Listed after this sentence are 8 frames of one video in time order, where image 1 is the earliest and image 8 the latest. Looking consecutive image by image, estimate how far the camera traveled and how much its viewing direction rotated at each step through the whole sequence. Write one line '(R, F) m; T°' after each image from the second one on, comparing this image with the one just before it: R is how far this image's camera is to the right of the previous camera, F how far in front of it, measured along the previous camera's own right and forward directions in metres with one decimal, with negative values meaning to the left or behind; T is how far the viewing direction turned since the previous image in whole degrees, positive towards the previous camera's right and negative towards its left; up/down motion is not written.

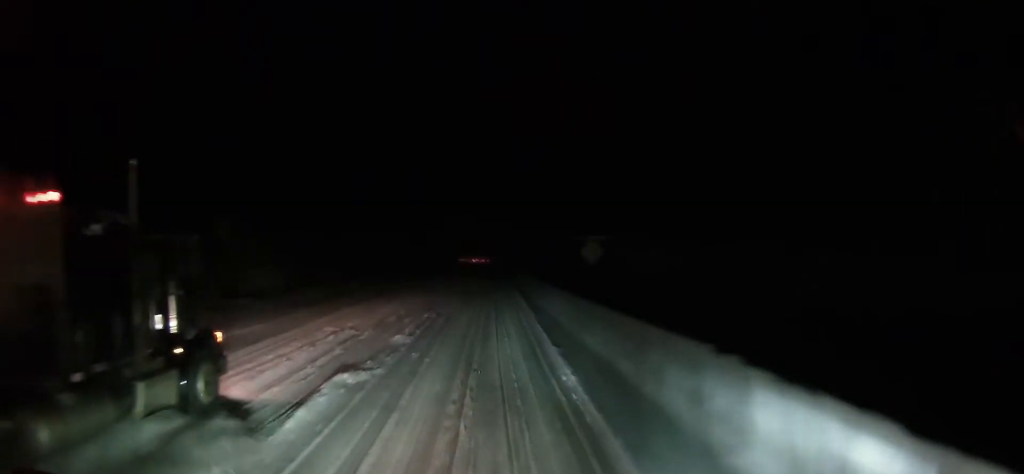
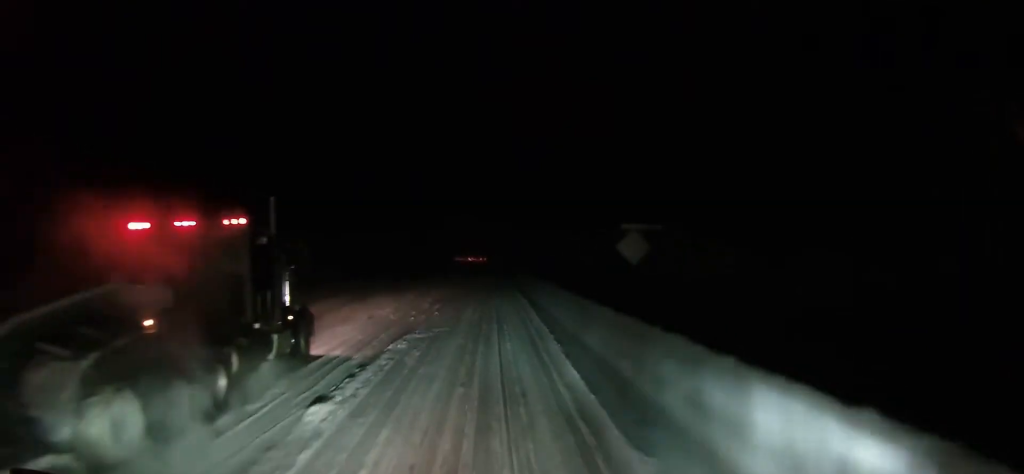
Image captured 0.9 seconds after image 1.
(-0.2, +9.7) m; +1°
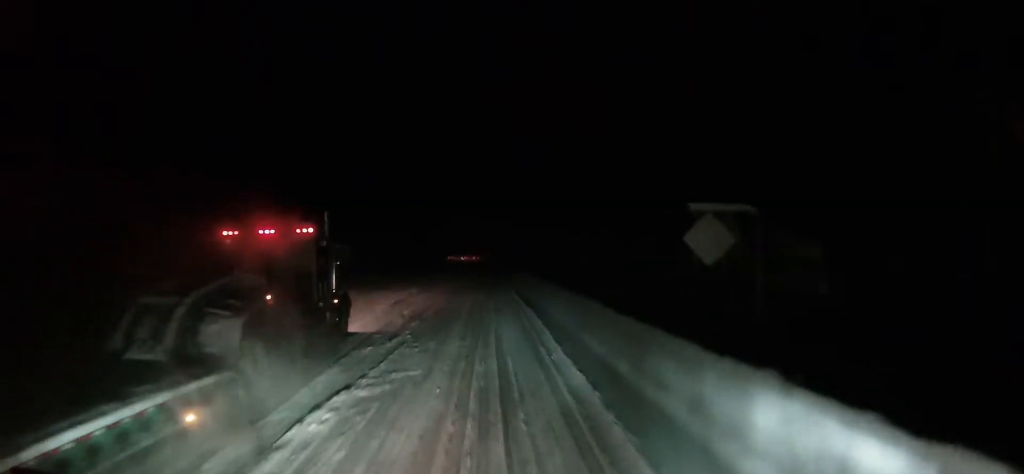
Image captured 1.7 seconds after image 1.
(+0.2, +8.6) m; +2°
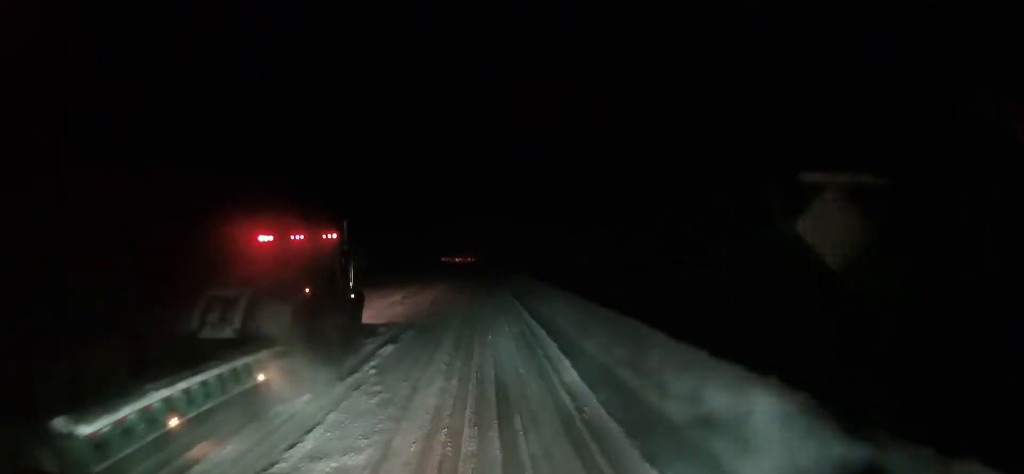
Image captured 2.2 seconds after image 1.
(+0.1, +5.7) m; 0°
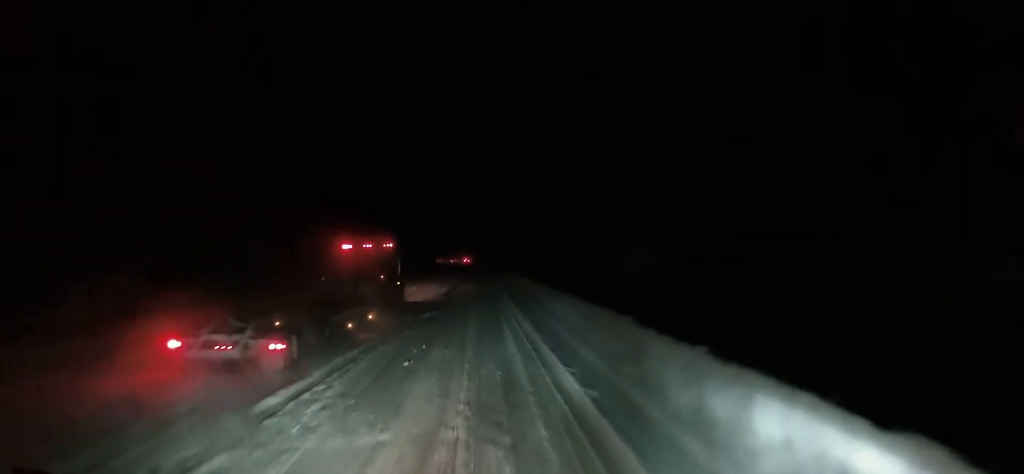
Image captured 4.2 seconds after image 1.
(0.0, +21.5) m; 0°
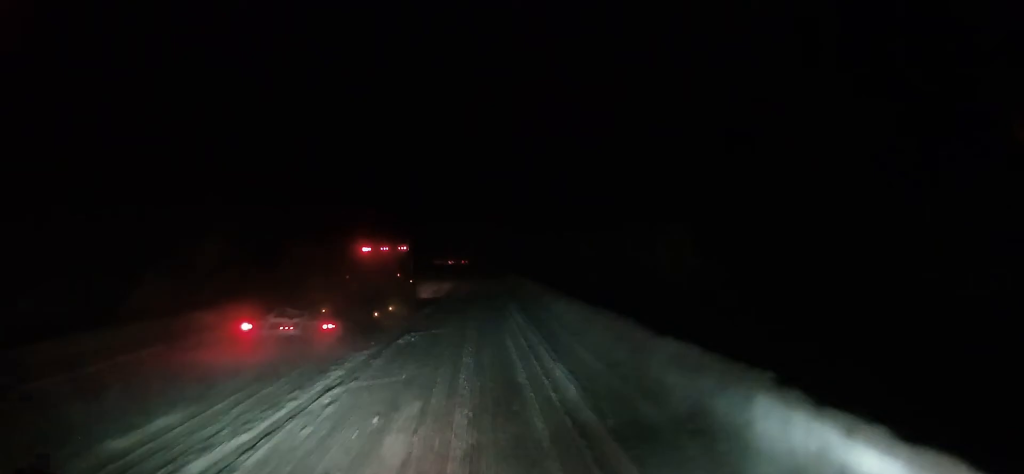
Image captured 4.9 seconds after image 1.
(0.0, +8.1) m; 0°
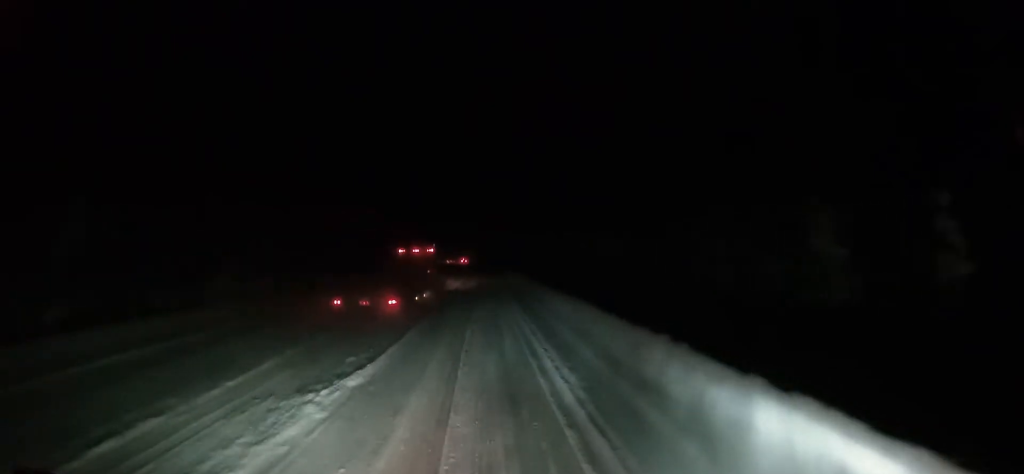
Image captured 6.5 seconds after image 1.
(-0.1, +17.5) m; -2°
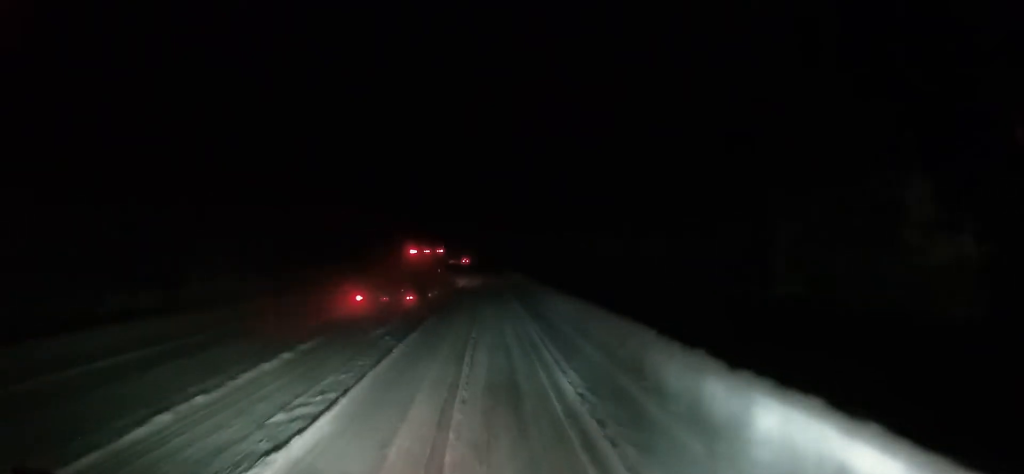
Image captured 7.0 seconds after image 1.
(-0.1, +5.9) m; 0°
